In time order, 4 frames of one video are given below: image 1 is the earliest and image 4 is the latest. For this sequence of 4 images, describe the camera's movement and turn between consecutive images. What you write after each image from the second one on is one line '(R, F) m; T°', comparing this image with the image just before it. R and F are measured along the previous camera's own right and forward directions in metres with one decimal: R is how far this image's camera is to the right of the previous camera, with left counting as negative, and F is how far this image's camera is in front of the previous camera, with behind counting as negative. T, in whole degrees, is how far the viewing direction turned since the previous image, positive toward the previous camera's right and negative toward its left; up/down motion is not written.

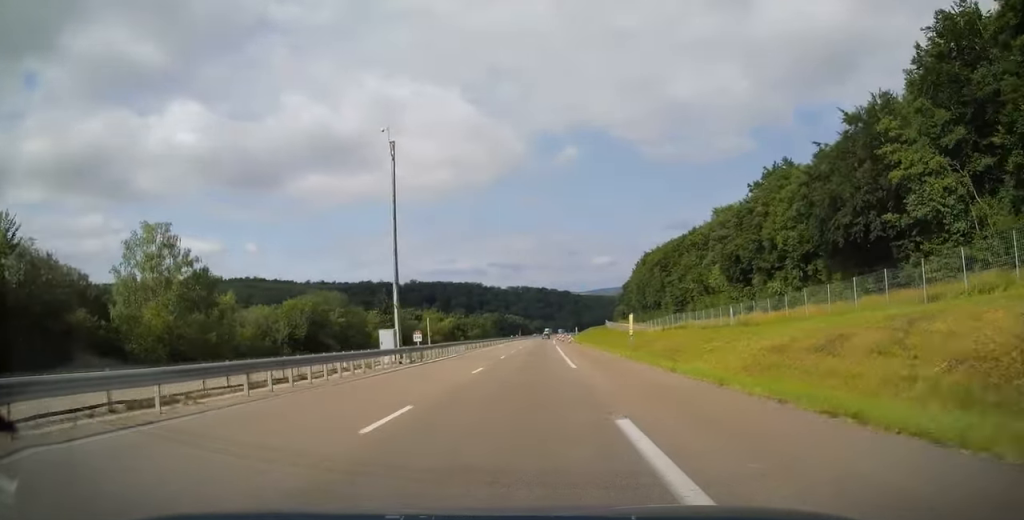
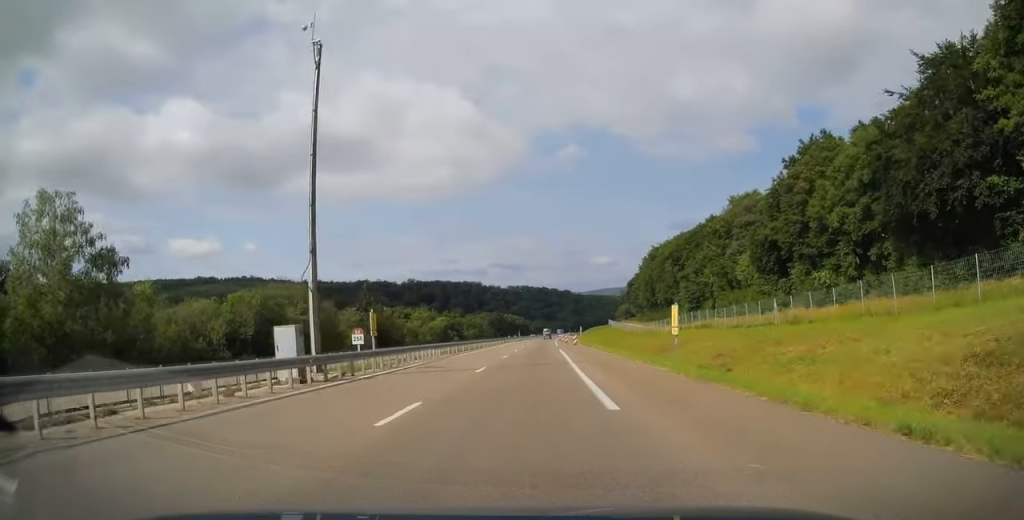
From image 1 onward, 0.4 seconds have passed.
(-0.1, +12.4) m; 0°
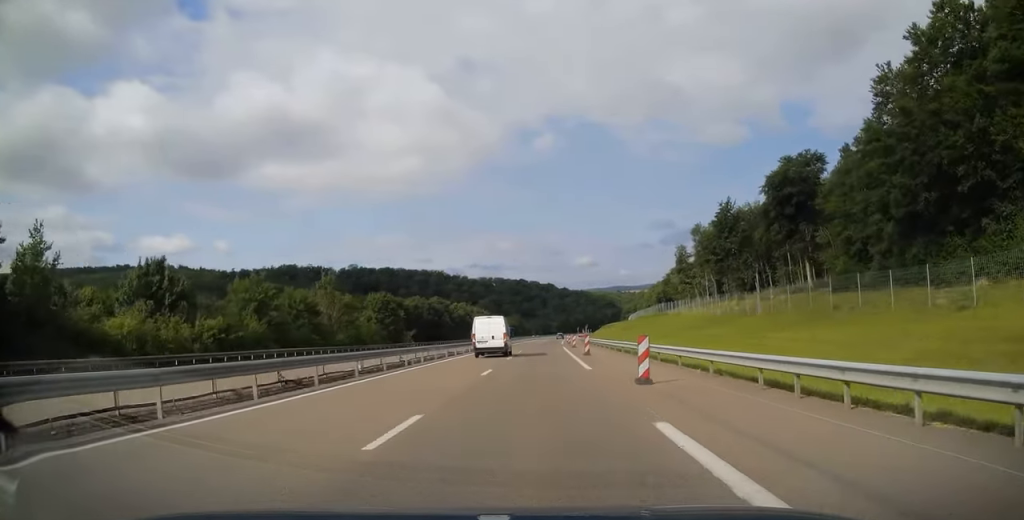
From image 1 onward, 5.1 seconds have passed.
(+2.2, +147.1) m; +2°
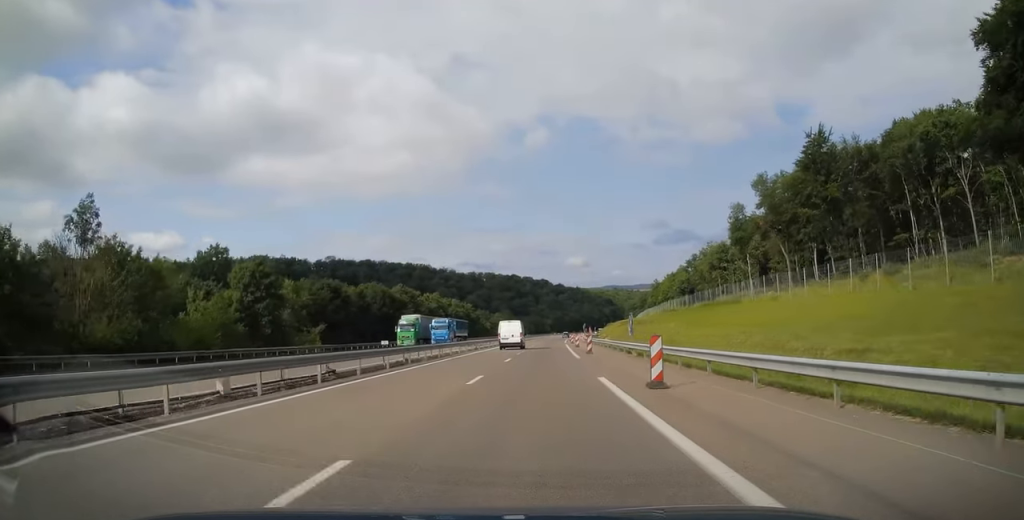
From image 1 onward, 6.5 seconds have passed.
(+0.2, +43.7) m; 0°
